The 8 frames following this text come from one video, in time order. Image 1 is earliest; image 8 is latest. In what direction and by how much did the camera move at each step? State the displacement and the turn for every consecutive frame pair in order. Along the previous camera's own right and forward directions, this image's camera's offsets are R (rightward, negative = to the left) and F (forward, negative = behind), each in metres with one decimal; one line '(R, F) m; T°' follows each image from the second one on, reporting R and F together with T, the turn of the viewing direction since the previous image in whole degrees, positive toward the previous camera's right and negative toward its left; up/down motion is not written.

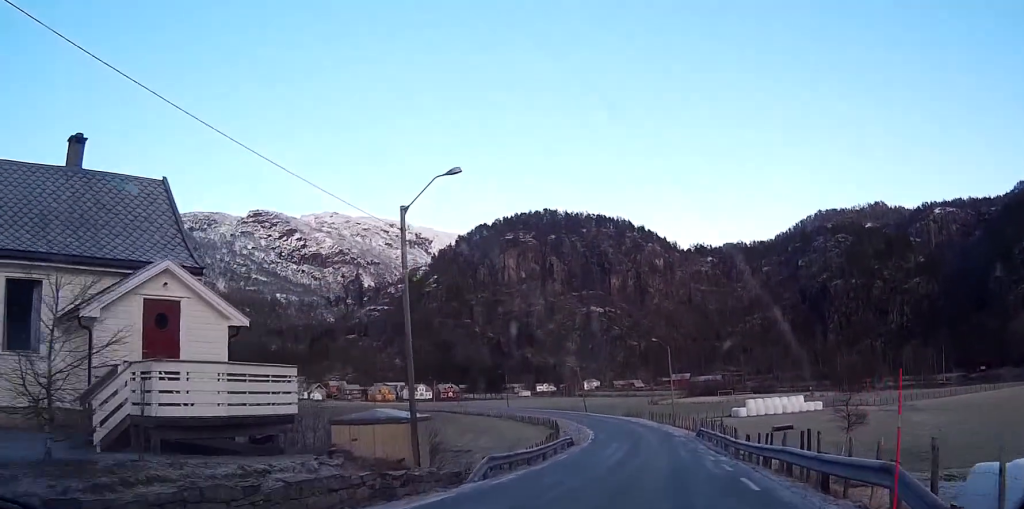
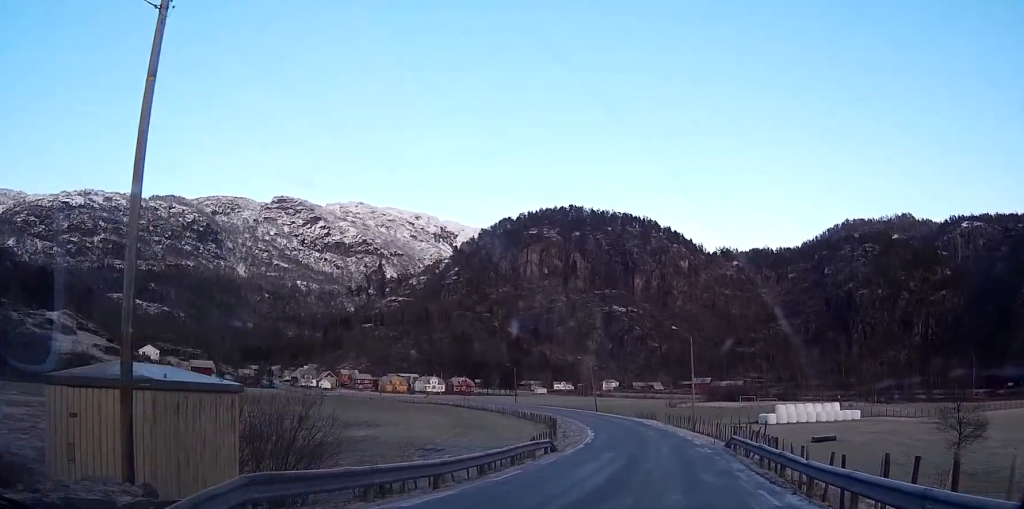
(-0.3, +13.6) m; -2°
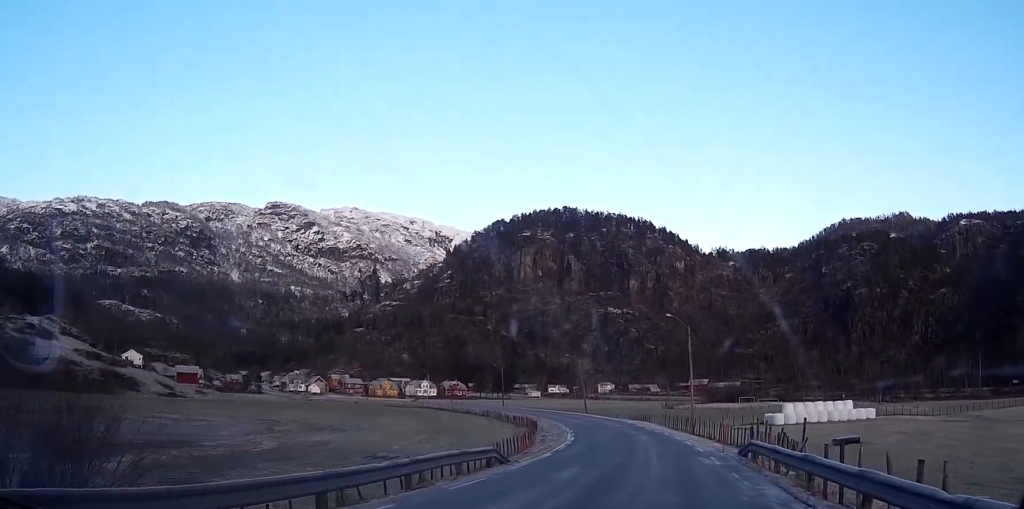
(-0.1, +9.7) m; -1°
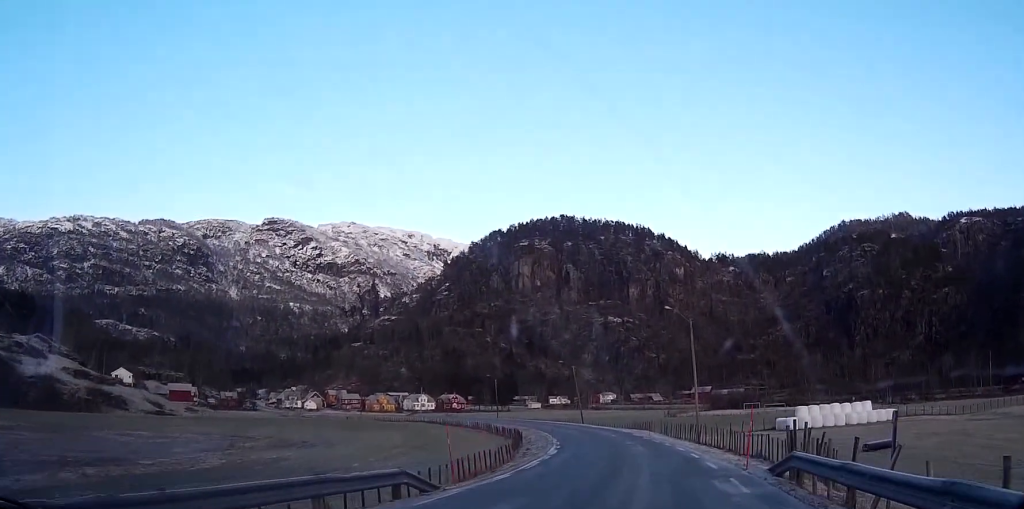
(0.0, +8.2) m; -1°
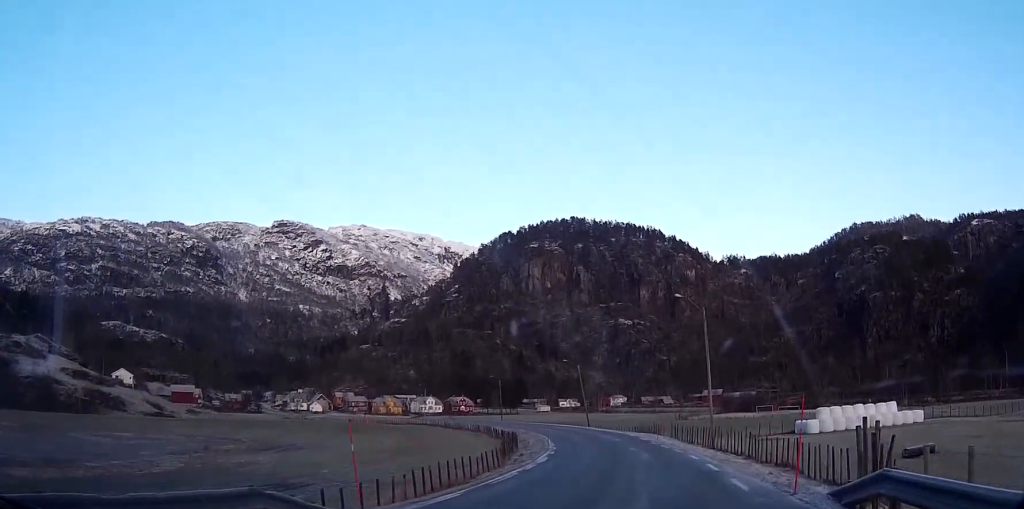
(0.0, +6.1) m; -1°
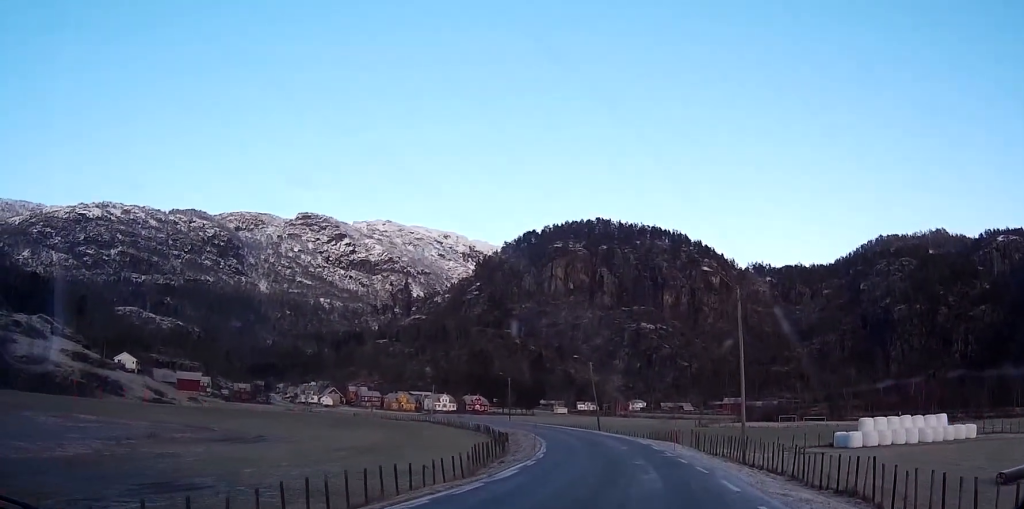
(-0.1, +10.5) m; -1°
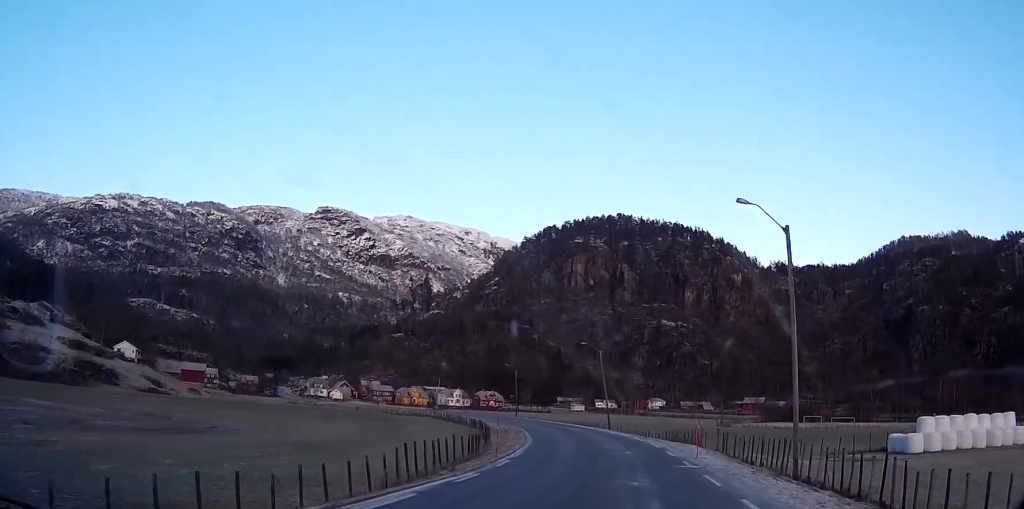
(-0.2, +11.9) m; -2°
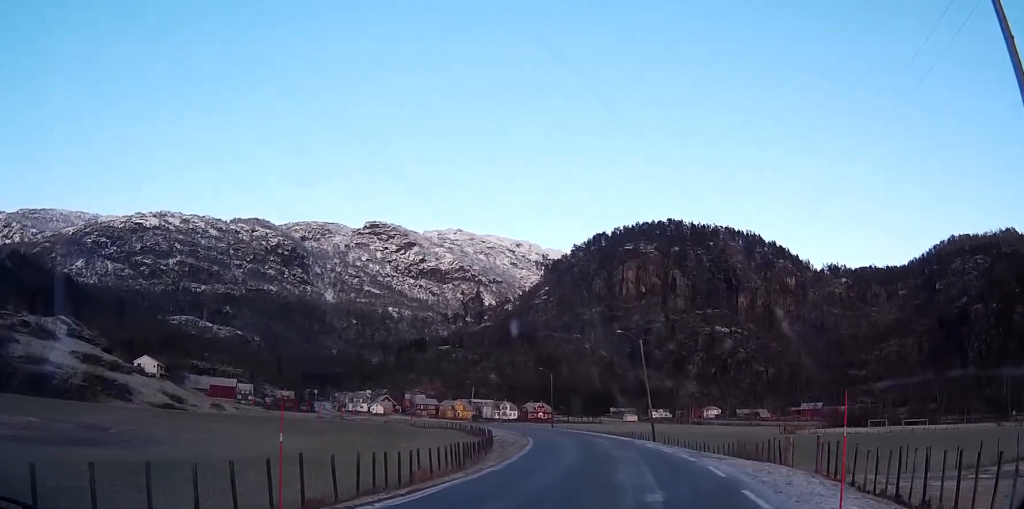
(-0.4, +17.8) m; -3°
